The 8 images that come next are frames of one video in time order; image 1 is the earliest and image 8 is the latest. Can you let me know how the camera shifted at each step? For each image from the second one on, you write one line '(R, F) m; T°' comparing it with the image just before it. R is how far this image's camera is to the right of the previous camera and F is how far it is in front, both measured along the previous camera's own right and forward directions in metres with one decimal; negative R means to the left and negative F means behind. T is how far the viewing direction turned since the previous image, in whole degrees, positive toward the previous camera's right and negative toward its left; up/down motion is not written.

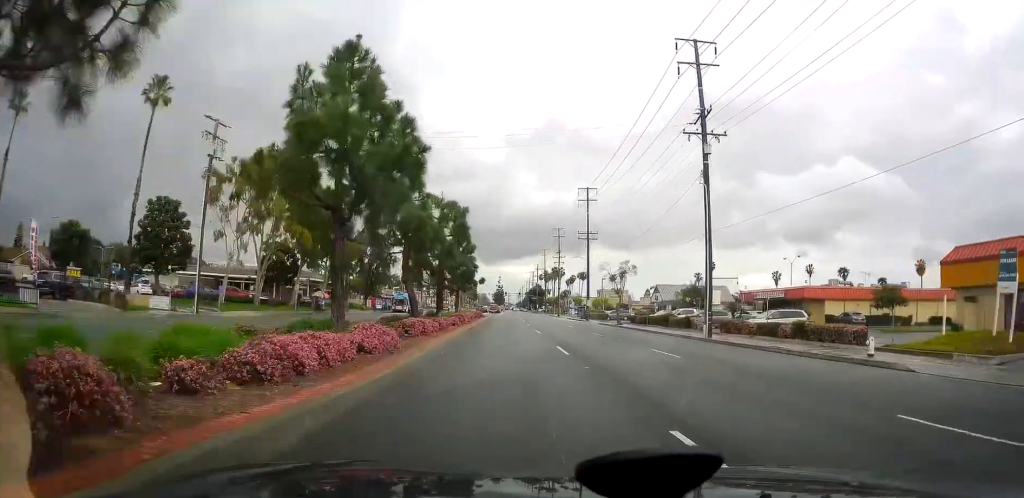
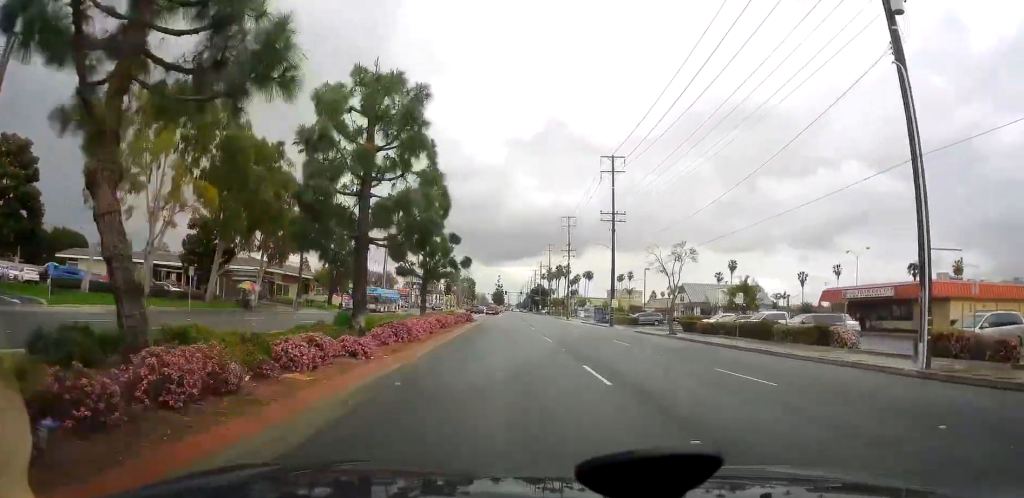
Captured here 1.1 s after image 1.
(0.0, +20.8) m; 0°
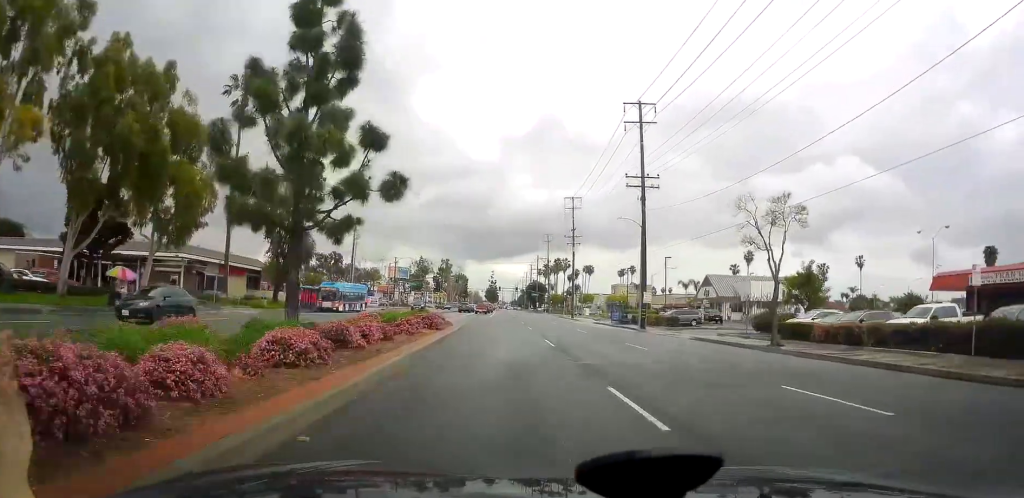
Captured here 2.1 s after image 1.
(0.0, +18.0) m; -2°
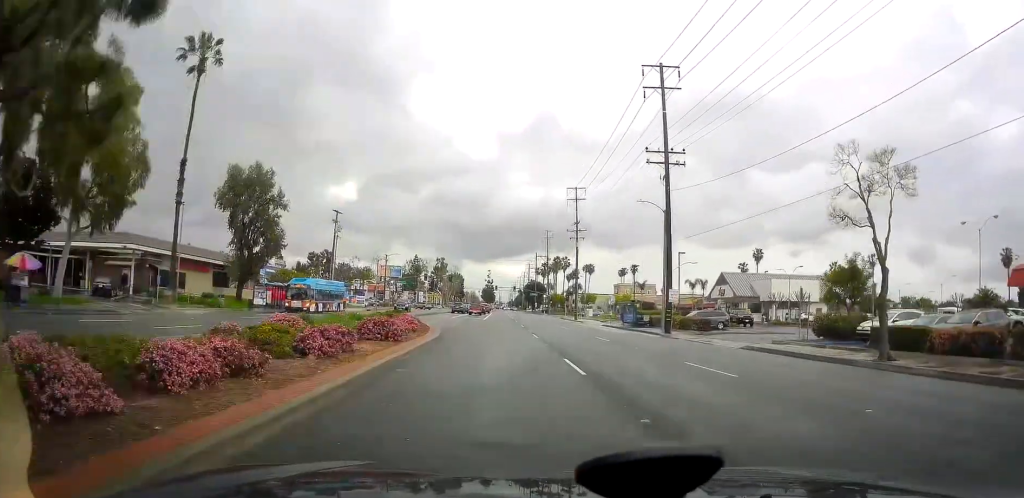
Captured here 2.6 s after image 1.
(0.0, +8.7) m; -1°
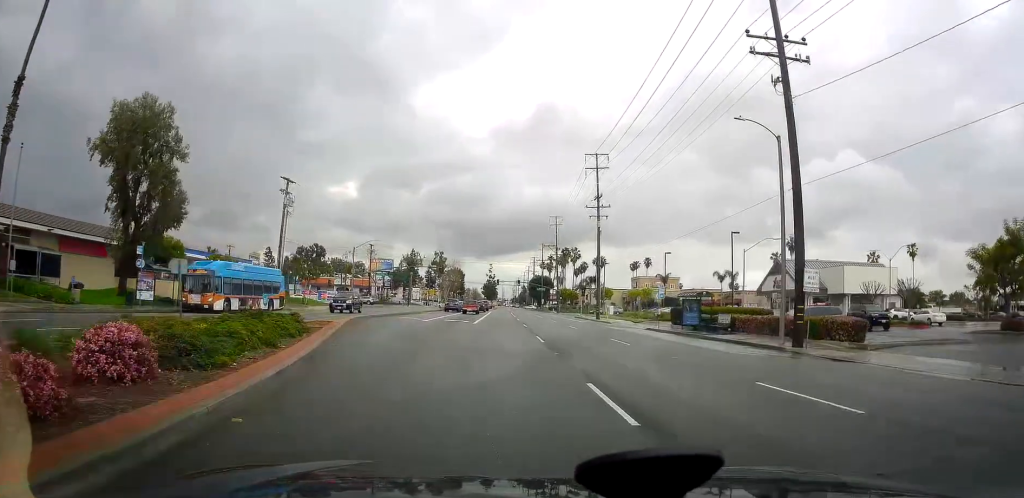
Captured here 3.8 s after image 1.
(-0.4, +20.0) m; 0°
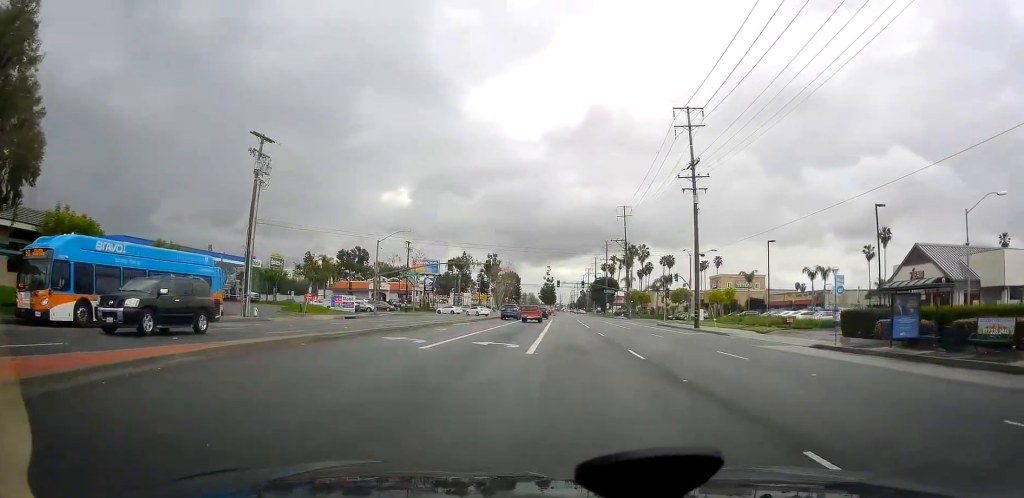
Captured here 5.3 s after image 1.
(-0.3, +19.9) m; -2°
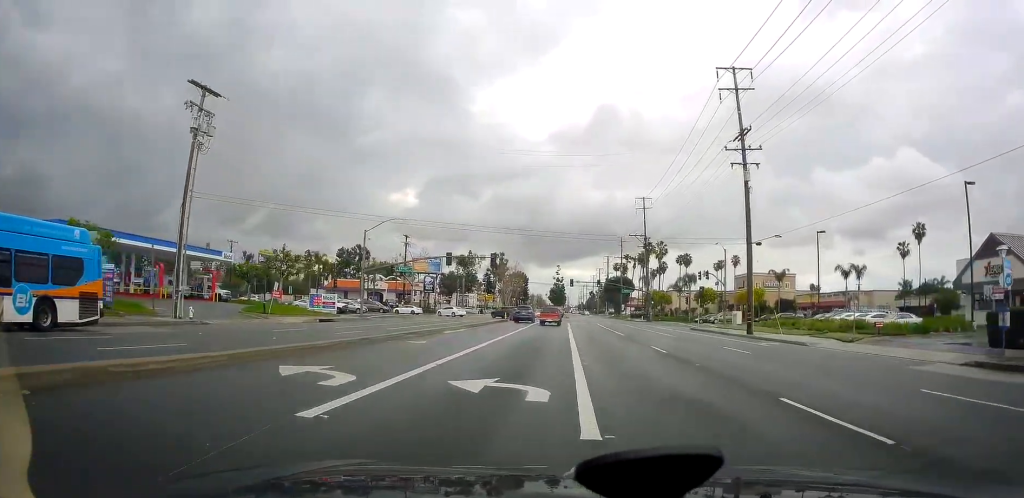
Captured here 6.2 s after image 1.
(+0.1, +10.8) m; +3°
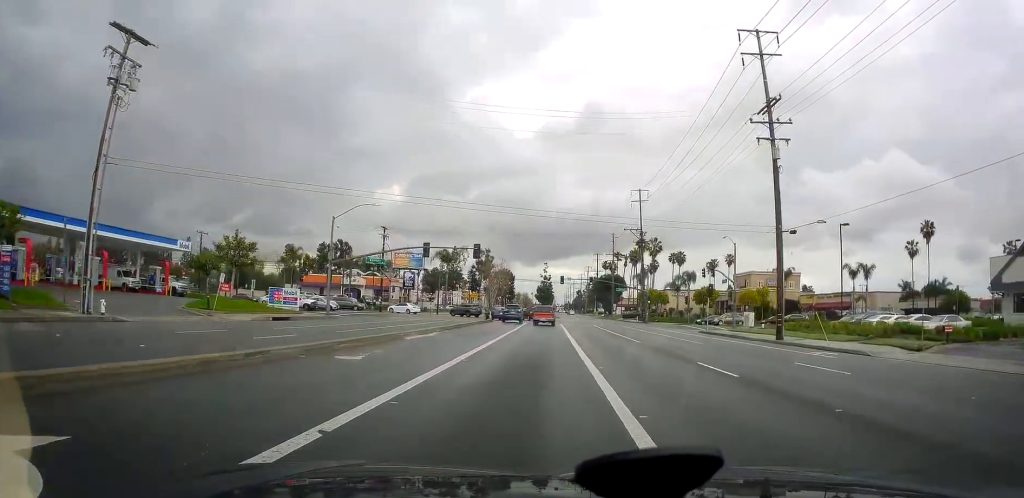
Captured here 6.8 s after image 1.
(+0.2, +7.3) m; 0°
